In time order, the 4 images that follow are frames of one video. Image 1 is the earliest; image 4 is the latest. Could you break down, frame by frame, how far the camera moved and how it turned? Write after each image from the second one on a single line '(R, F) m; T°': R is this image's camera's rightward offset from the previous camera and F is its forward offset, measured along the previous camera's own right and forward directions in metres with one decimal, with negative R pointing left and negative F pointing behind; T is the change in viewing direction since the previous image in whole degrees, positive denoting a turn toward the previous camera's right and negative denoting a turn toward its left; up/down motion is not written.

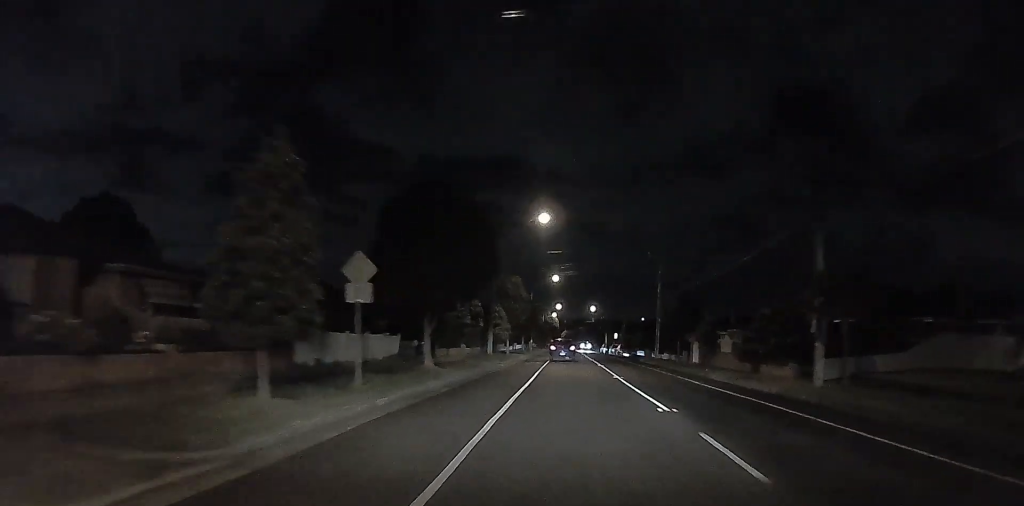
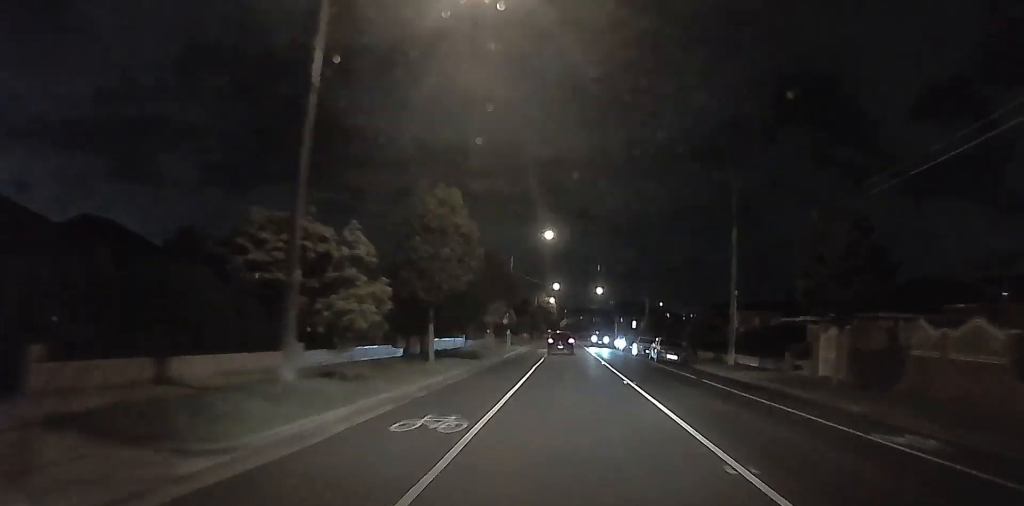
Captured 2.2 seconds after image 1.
(+0.3, +36.0) m; +3°
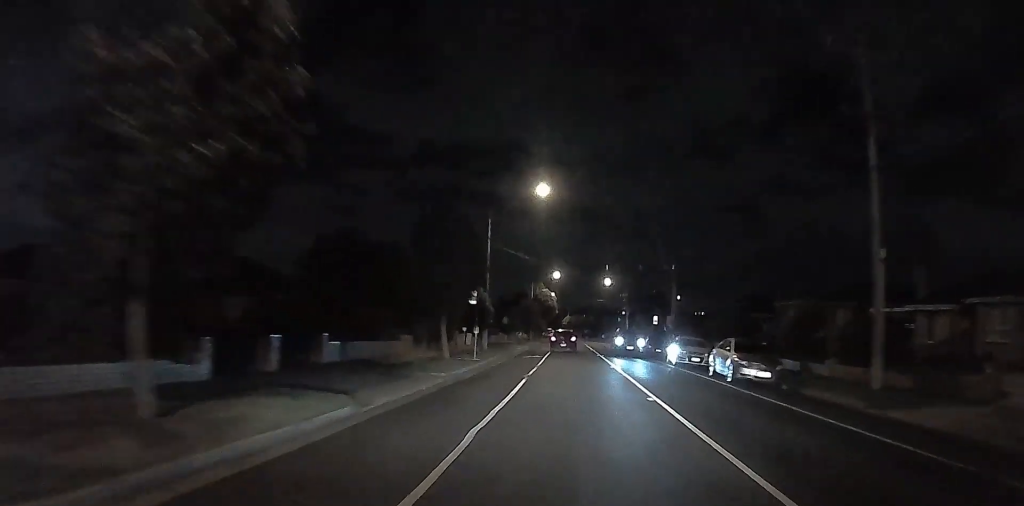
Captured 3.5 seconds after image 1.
(+0.3, +14.7) m; -1°
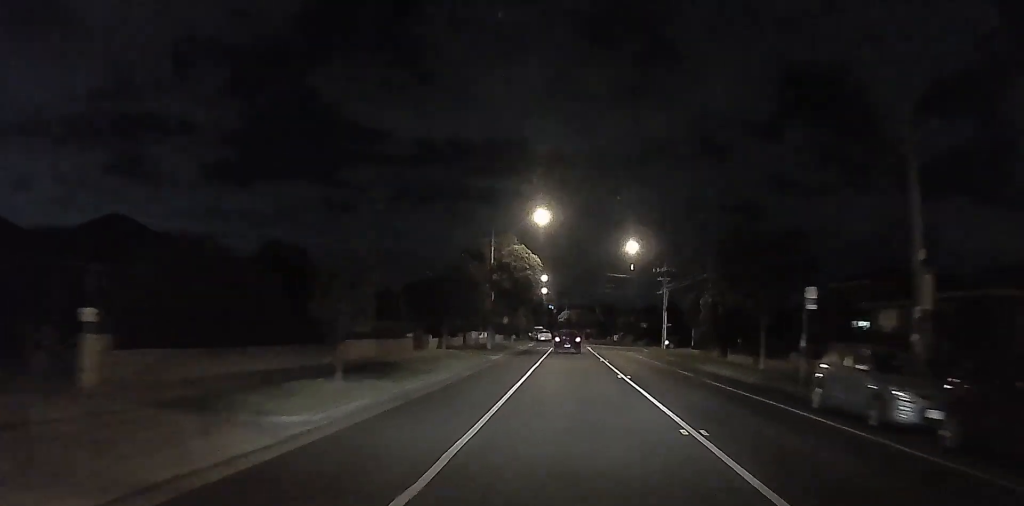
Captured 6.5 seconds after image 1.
(-1.0, +34.9) m; +2°
